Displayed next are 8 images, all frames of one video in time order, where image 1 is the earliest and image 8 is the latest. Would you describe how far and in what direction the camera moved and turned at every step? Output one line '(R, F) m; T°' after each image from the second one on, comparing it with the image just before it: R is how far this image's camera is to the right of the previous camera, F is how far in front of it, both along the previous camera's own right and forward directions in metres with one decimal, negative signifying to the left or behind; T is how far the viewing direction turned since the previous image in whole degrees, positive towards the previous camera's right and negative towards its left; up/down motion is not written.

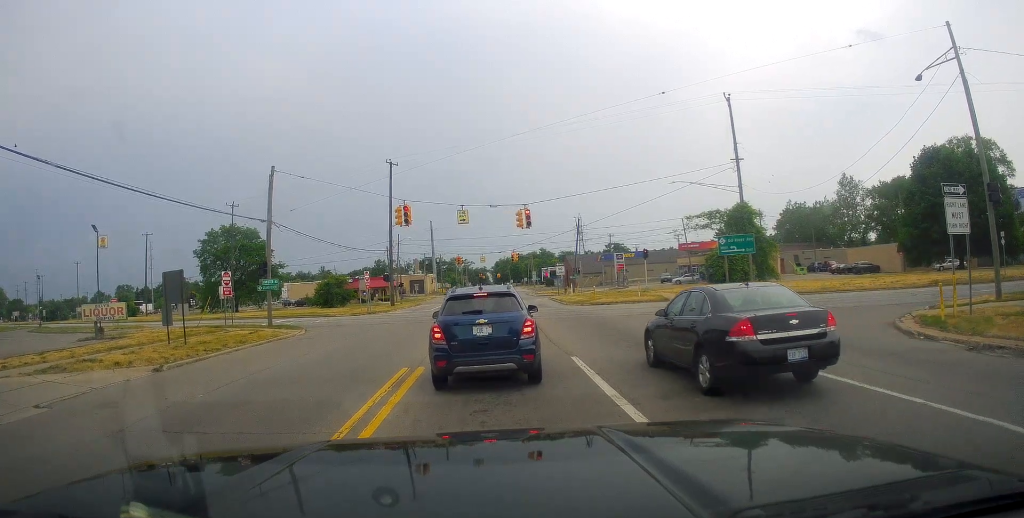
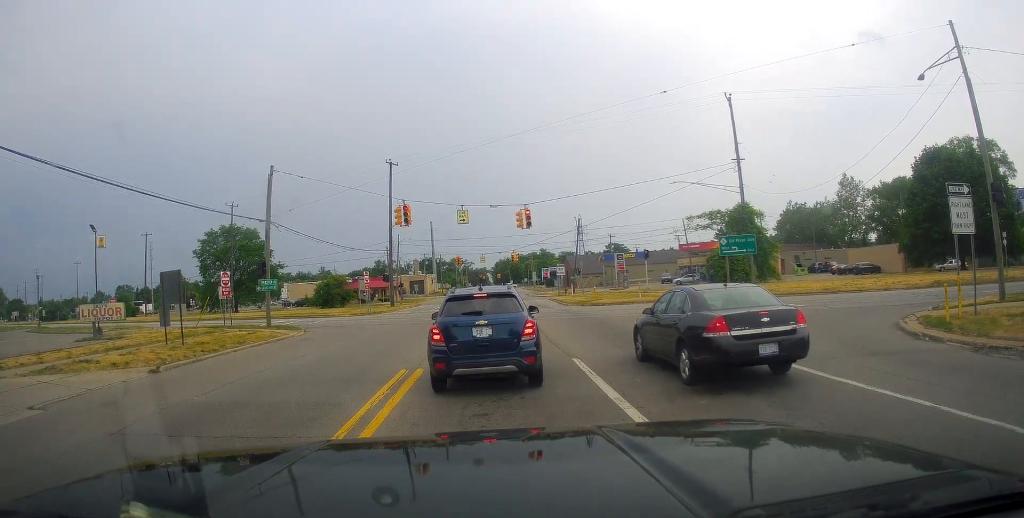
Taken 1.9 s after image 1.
(0.0, 0.0) m; 0°
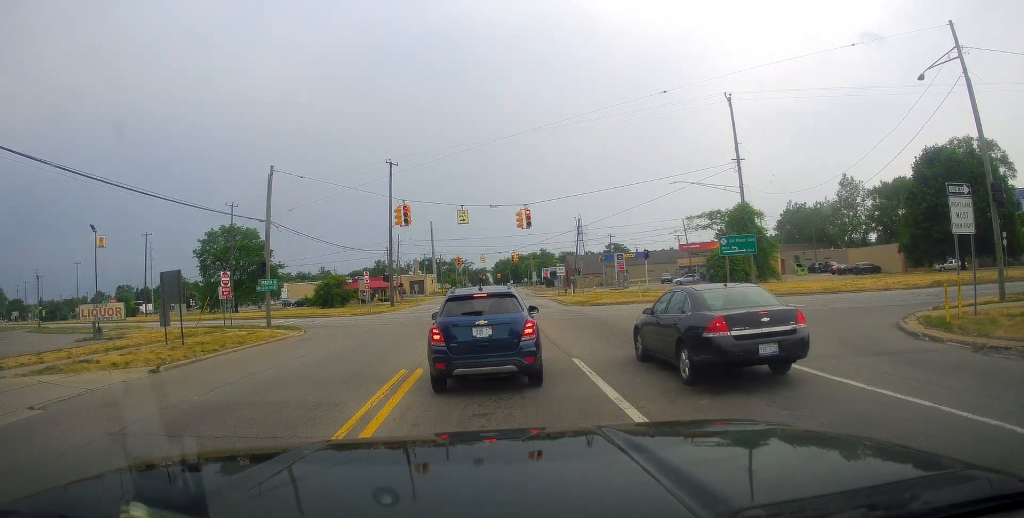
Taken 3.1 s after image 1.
(0.0, 0.0) m; 0°
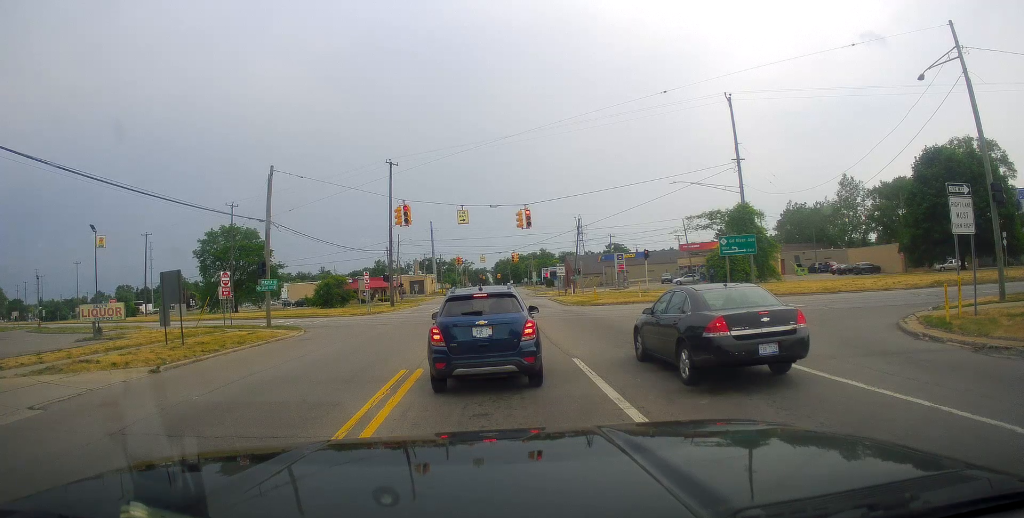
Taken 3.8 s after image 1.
(0.0, 0.0) m; 0°
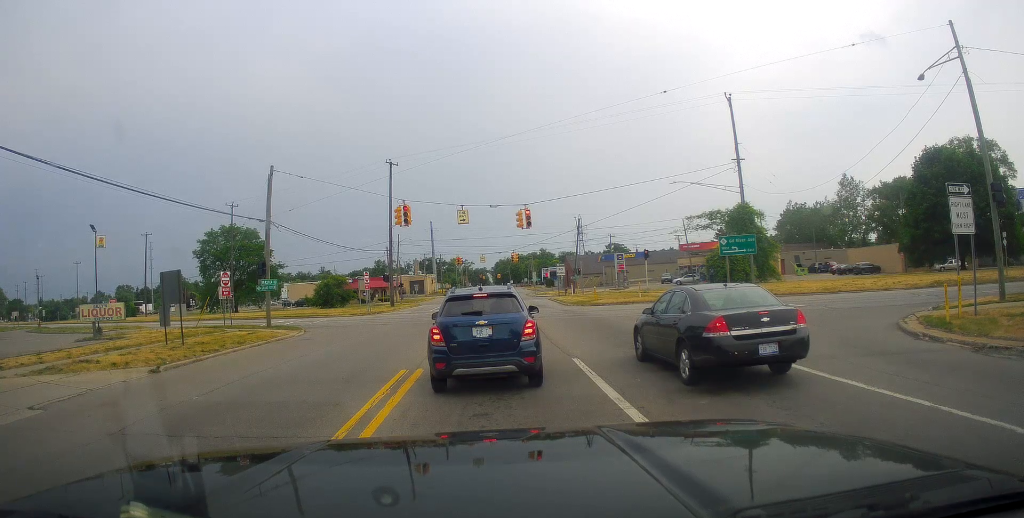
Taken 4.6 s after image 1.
(0.0, 0.0) m; 0°
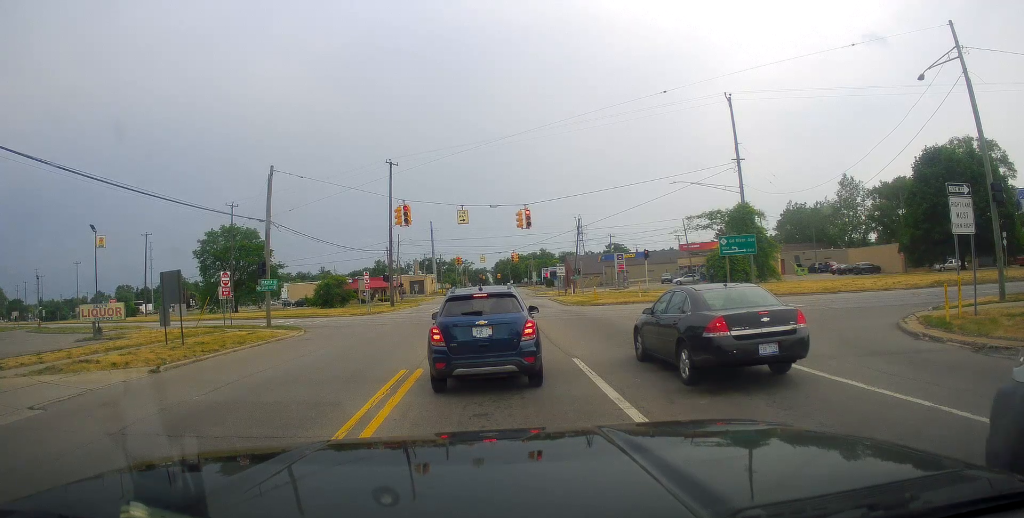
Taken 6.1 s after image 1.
(0.0, 0.0) m; 0°
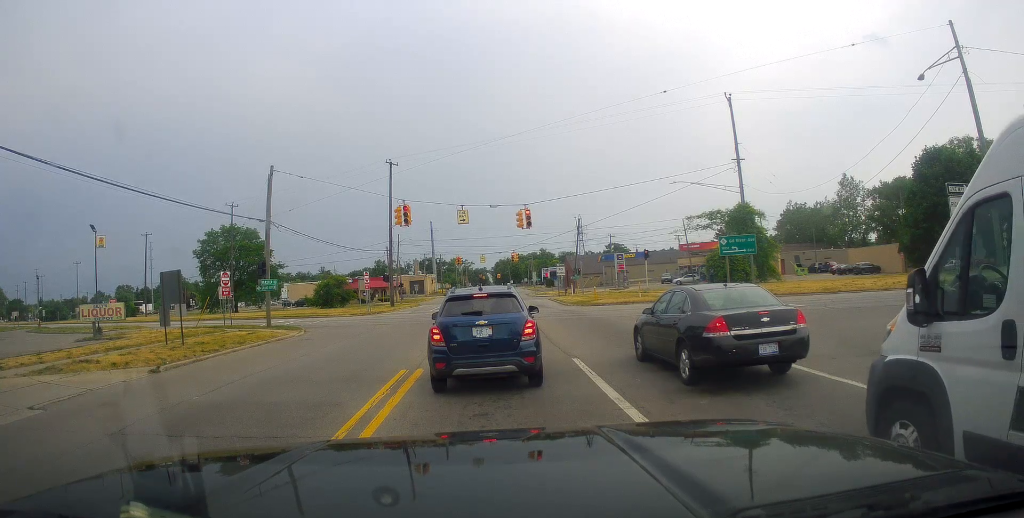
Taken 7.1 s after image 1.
(0.0, 0.0) m; 0°
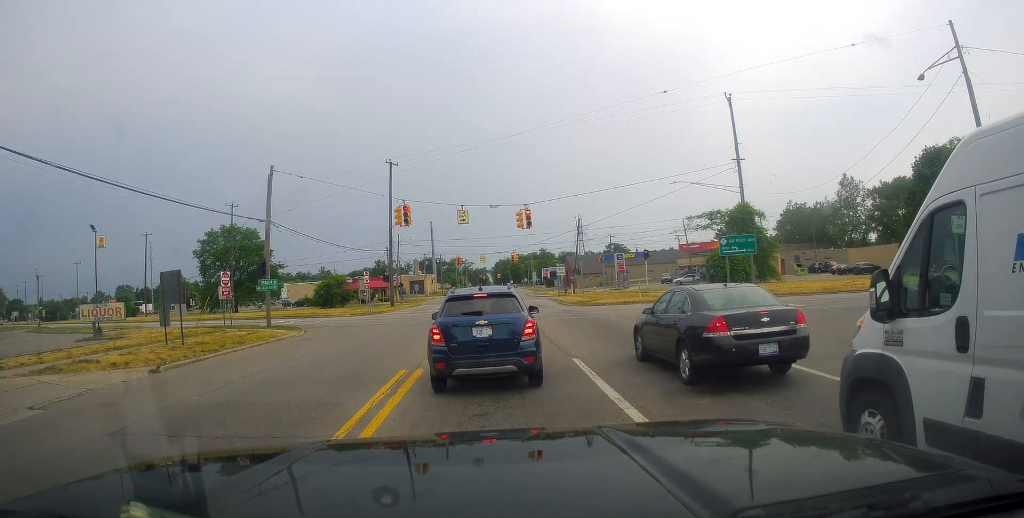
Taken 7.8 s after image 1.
(0.0, 0.0) m; 0°
